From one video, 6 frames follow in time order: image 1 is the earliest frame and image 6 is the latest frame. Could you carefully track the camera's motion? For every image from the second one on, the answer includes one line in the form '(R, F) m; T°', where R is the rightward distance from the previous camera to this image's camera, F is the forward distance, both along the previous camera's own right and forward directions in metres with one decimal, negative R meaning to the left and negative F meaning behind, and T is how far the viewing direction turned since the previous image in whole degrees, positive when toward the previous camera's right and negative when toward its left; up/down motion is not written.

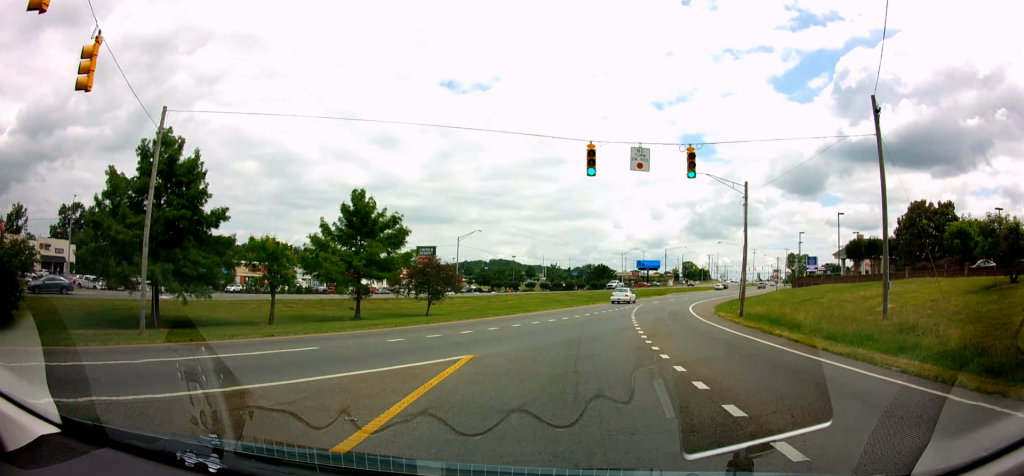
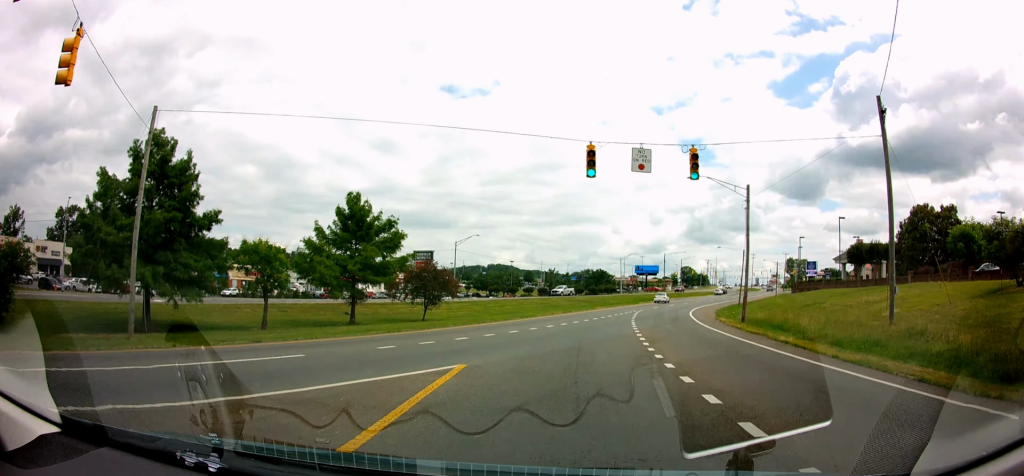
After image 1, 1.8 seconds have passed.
(0.0, 0.0) m; 0°
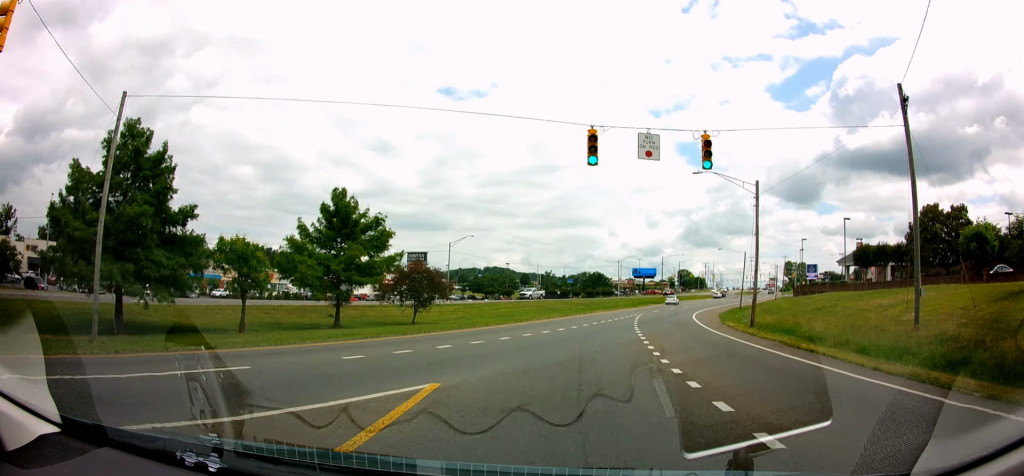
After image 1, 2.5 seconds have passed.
(0.0, 0.0) m; 0°
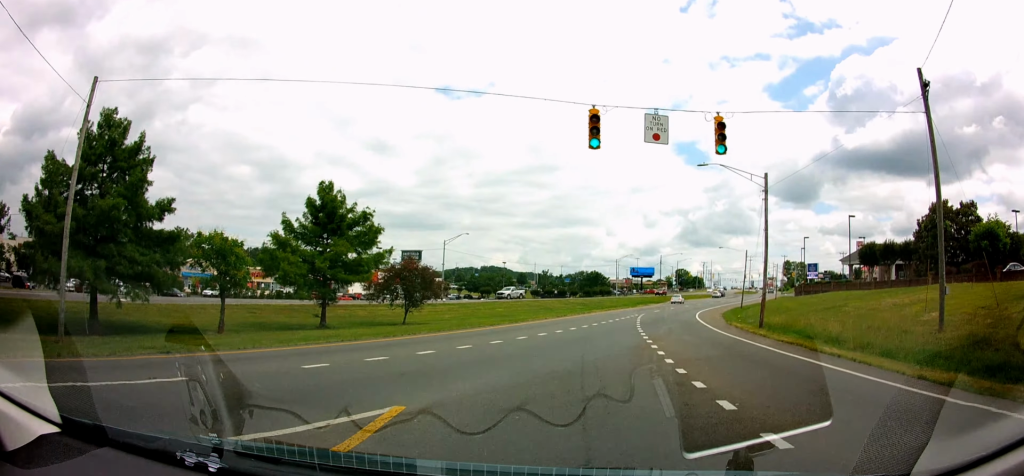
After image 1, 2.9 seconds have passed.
(+0.1, +0.4) m; +2°
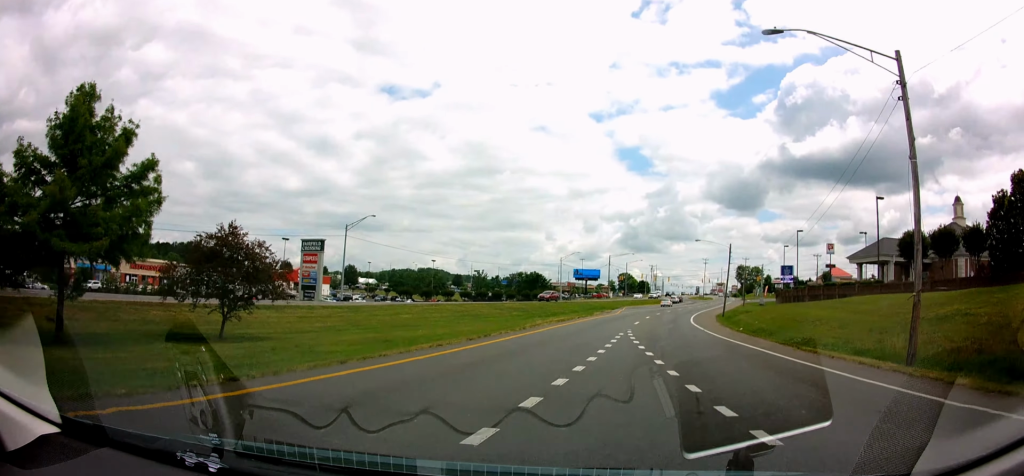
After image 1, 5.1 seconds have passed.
(+2.9, +12.3) m; +18°
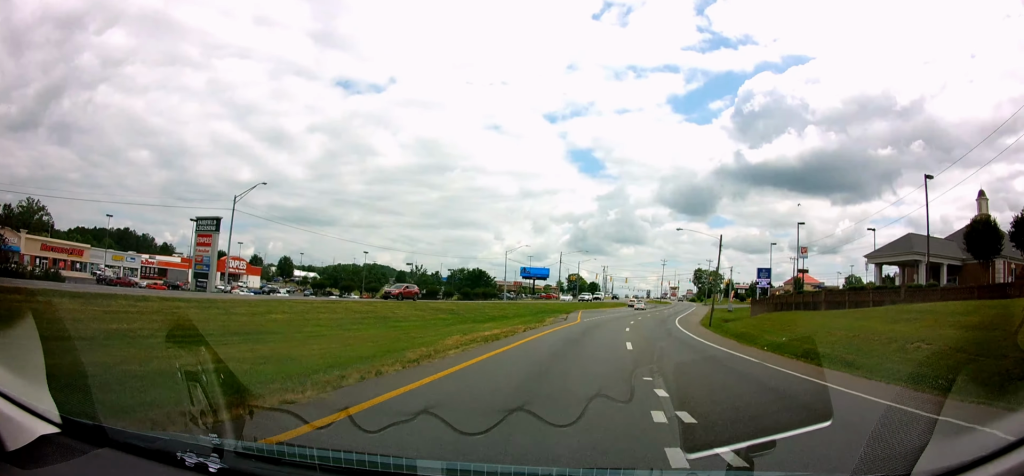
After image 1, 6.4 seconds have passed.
(+0.5, +13.6) m; +2°
